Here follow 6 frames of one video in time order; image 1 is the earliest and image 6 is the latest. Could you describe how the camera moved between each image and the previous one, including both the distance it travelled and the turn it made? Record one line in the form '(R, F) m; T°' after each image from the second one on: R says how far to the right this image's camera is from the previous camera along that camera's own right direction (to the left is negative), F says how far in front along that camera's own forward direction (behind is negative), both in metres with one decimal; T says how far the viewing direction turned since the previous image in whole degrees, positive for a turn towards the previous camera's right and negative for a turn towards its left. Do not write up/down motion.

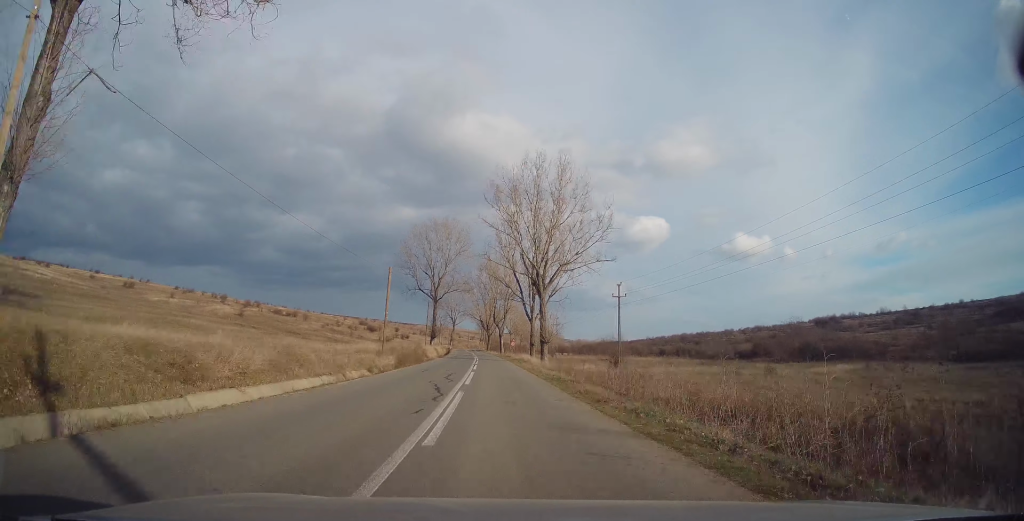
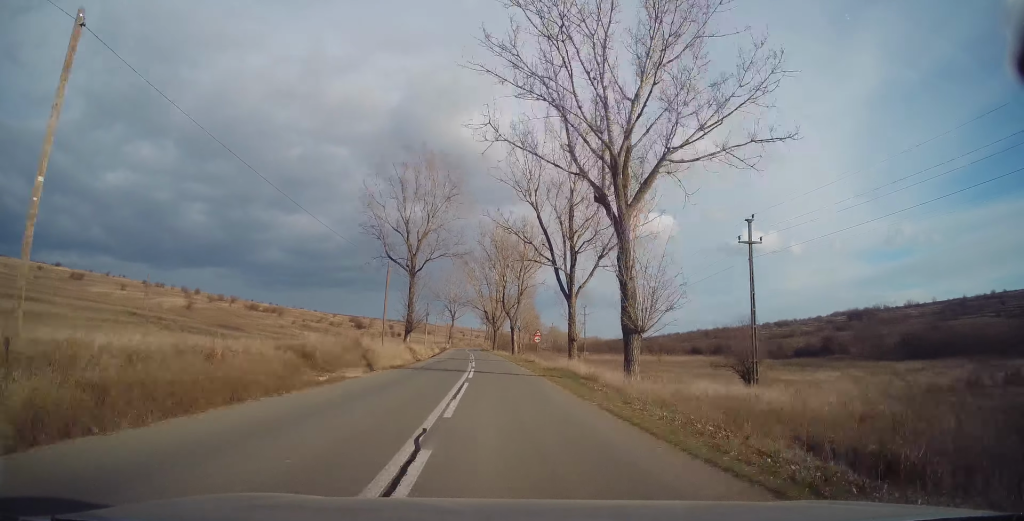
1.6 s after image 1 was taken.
(-0.8, +32.5) m; -1°
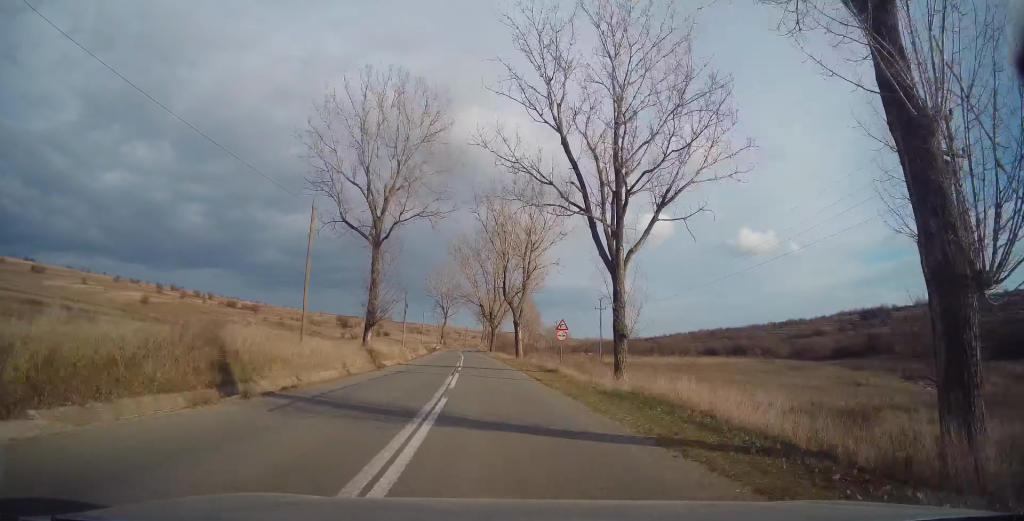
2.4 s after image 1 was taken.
(0.0, +16.9) m; 0°
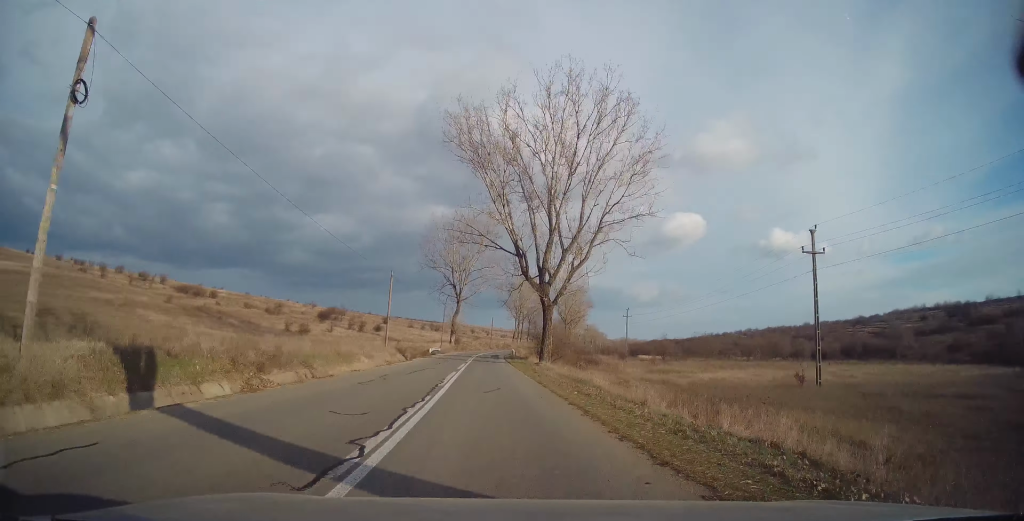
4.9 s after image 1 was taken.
(-0.9, +50.3) m; -3°
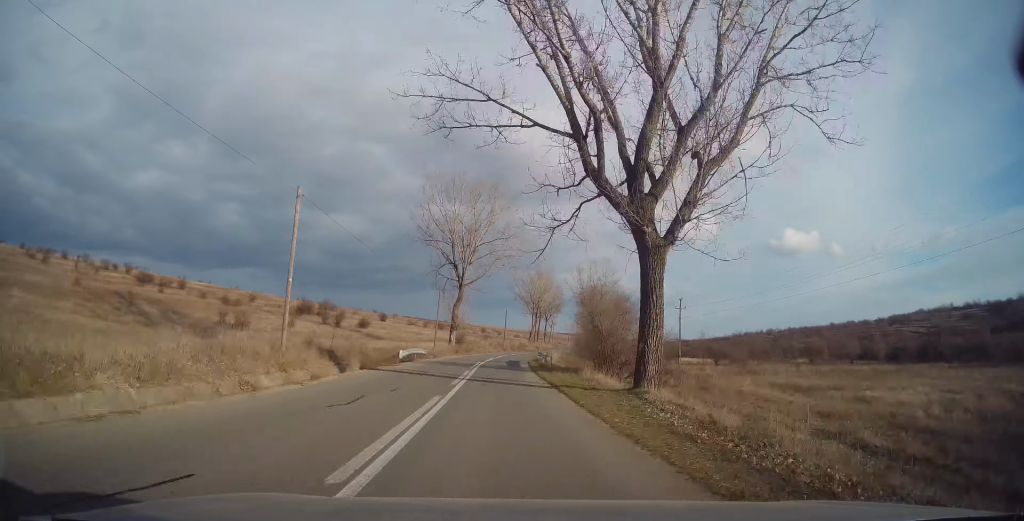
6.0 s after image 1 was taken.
(-0.1, +22.9) m; 0°
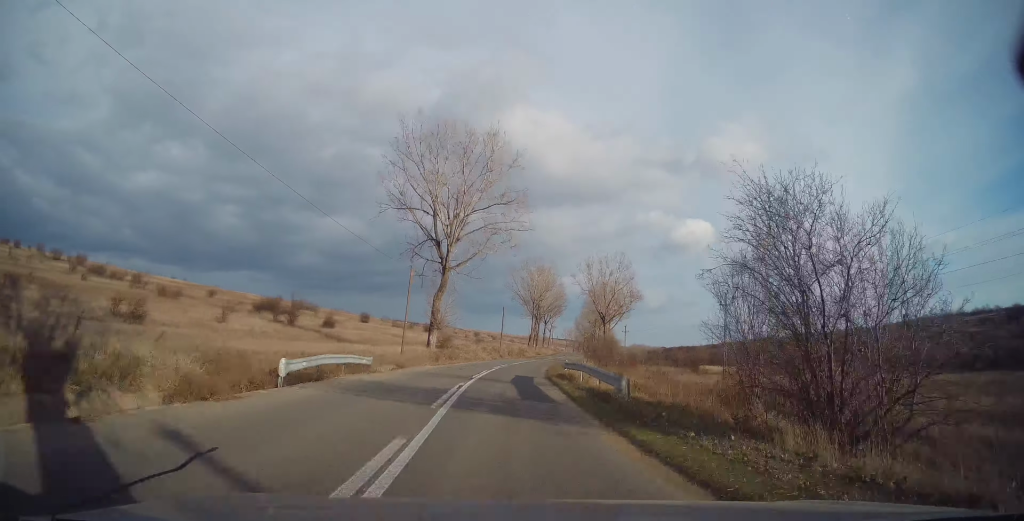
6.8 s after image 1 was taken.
(0.0, +17.2) m; +1°
